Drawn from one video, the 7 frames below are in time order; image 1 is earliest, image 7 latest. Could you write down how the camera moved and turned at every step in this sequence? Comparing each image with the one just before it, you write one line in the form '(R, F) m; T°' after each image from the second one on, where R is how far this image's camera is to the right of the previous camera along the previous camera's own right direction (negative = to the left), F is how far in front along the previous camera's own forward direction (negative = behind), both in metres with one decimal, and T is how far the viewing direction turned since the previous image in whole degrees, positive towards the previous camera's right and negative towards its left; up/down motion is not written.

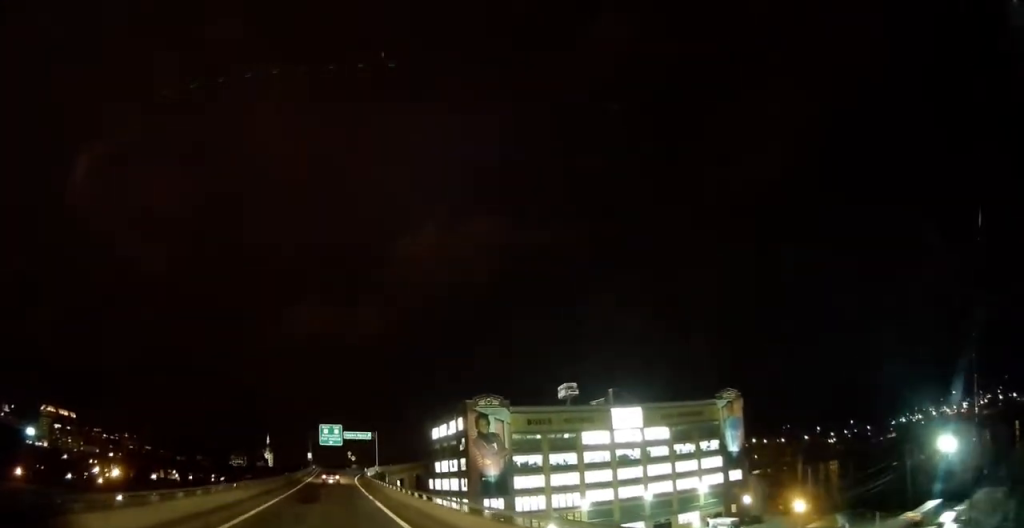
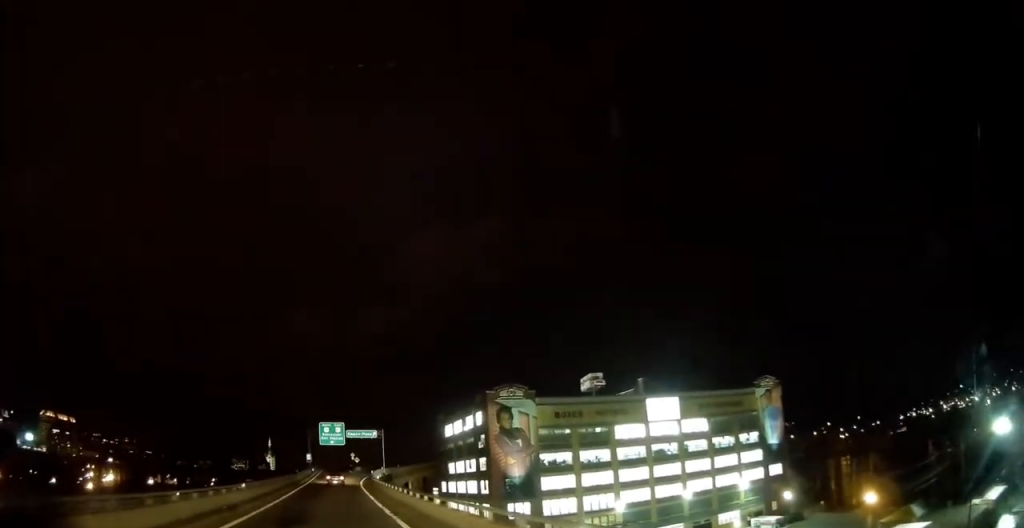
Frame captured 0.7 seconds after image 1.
(0.0, +12.4) m; -1°
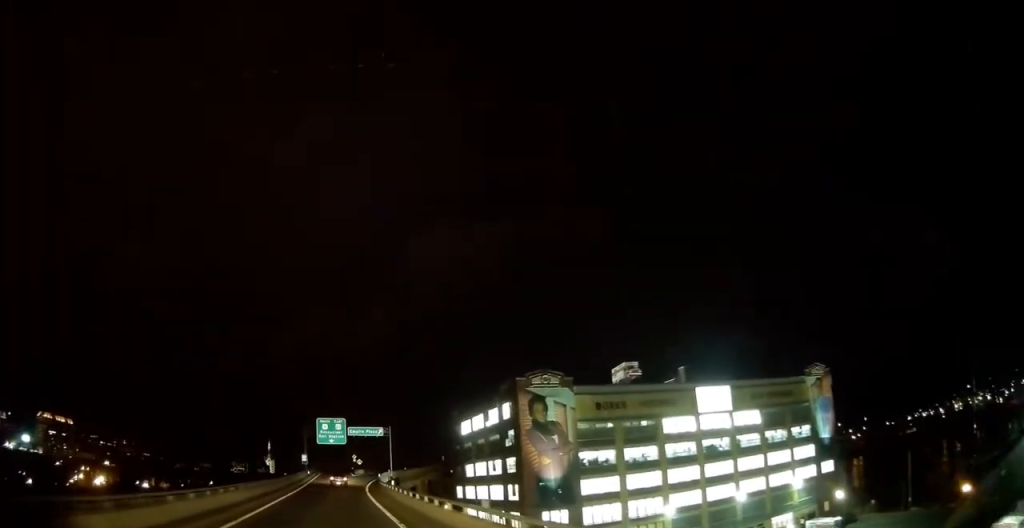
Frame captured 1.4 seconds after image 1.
(-0.2, +13.8) m; 0°
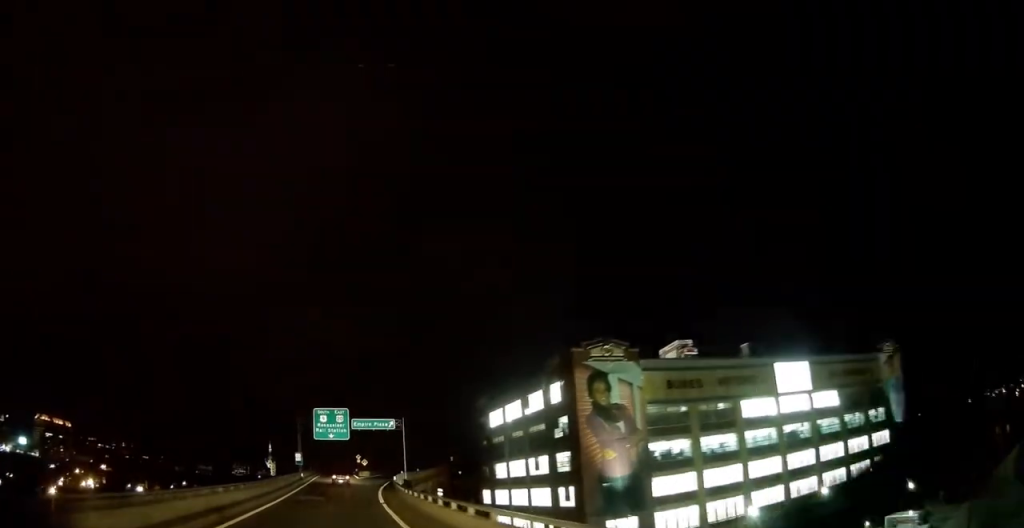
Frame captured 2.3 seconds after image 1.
(0.0, +16.6) m; 0°
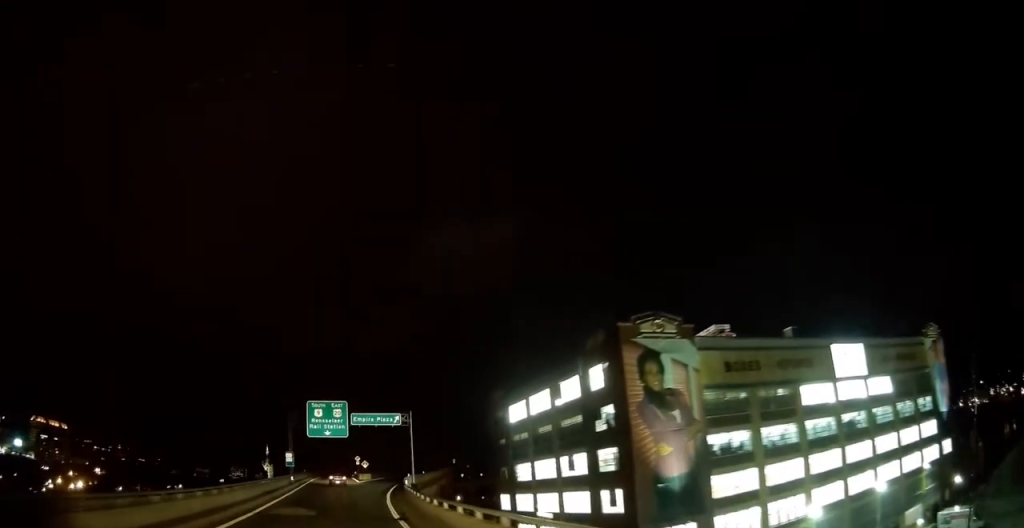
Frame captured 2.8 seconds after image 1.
(0.0, +10.3) m; 0°
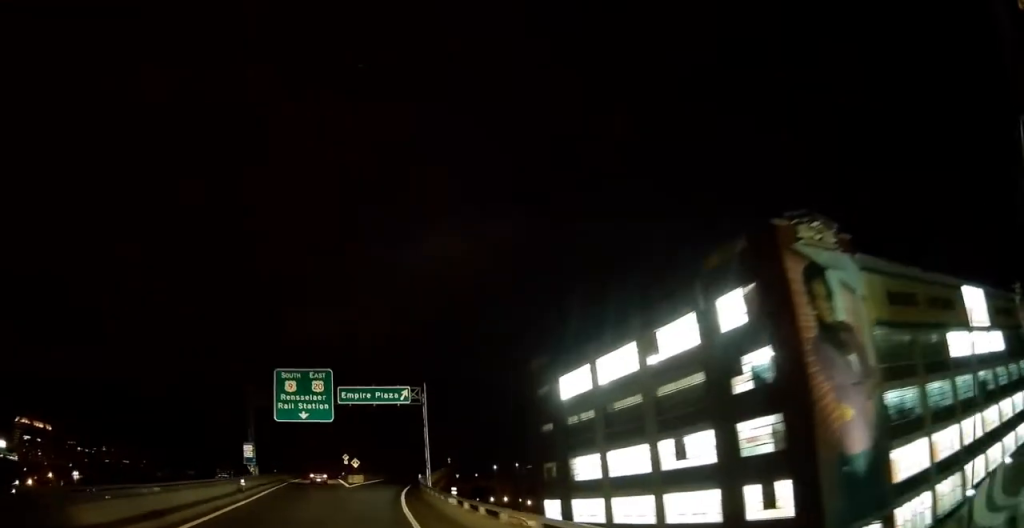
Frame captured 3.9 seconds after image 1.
(+0.2, +20.5) m; +1°
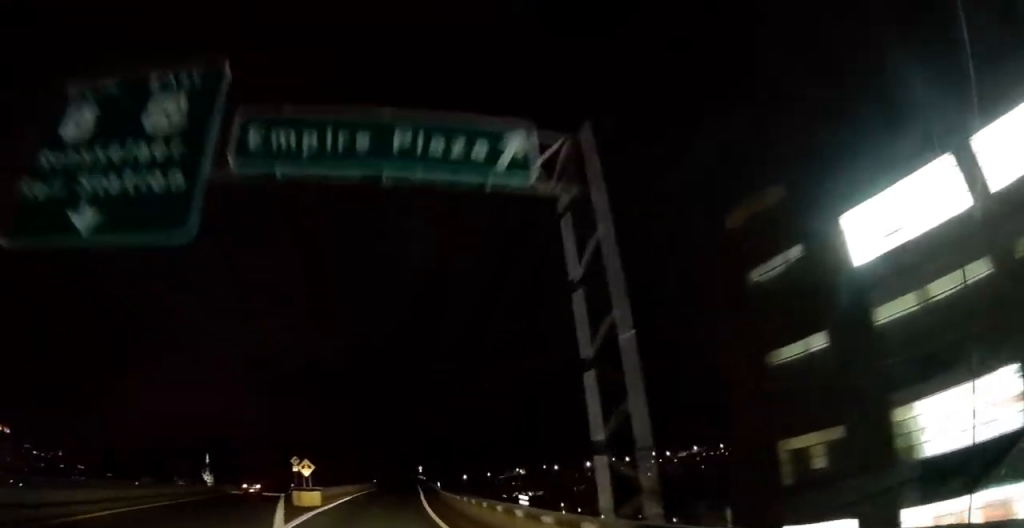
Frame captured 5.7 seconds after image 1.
(+0.5, +34.6) m; +2°
